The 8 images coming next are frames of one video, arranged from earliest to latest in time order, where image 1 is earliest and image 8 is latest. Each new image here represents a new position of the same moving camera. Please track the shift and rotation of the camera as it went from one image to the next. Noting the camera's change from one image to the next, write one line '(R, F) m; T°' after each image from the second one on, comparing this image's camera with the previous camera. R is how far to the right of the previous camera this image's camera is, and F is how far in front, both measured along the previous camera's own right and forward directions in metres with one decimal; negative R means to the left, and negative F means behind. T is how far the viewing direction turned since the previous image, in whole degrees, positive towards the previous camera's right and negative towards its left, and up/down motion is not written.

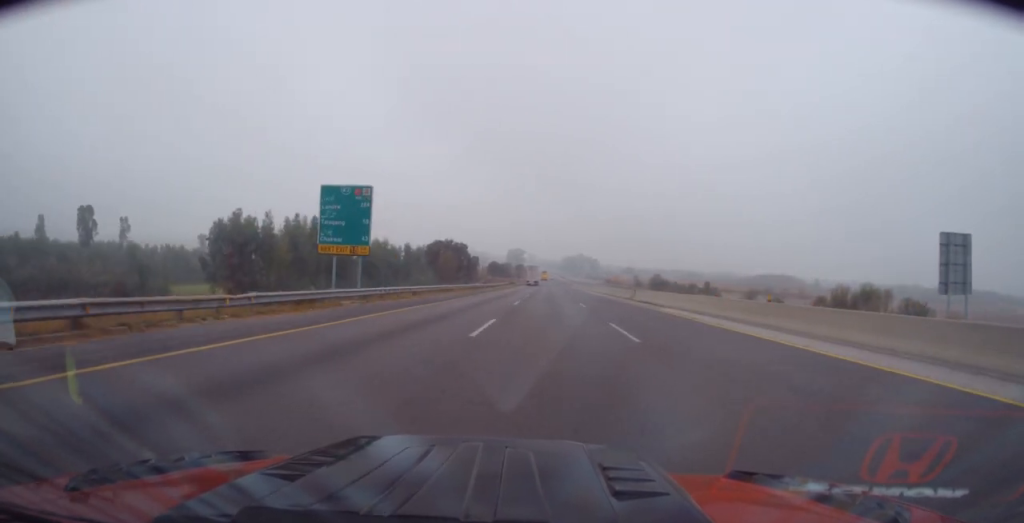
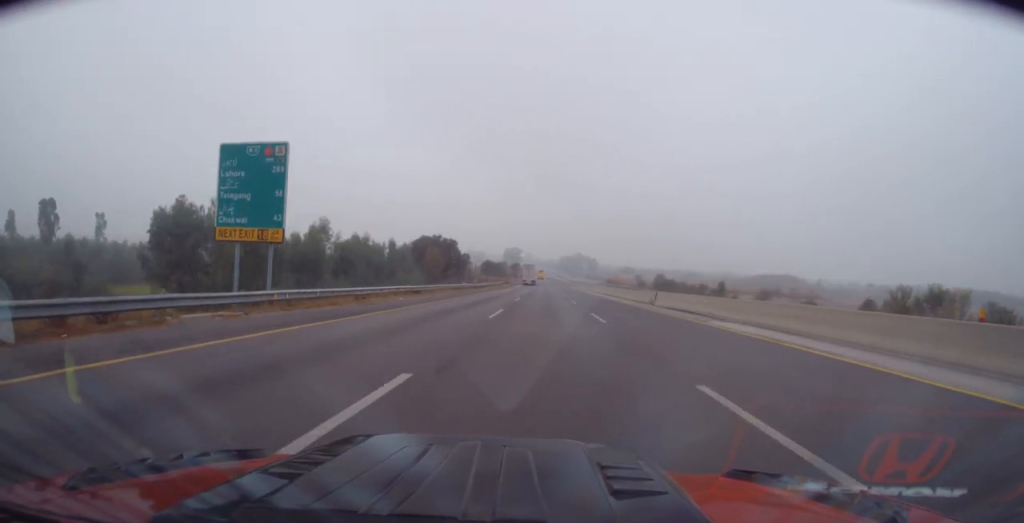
(-0.2, +11.7) m; 0°
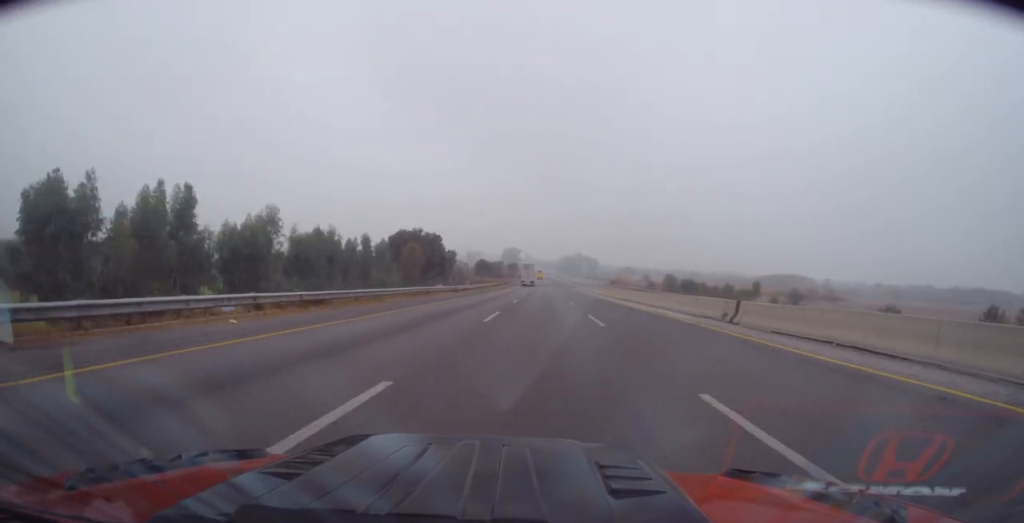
(+0.1, +18.3) m; +1°
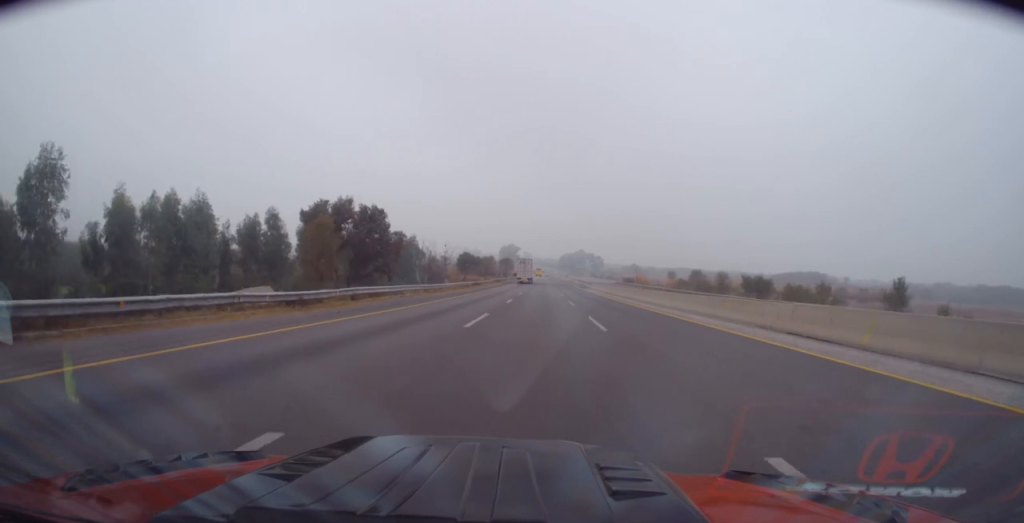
(-0.1, +38.5) m; -2°
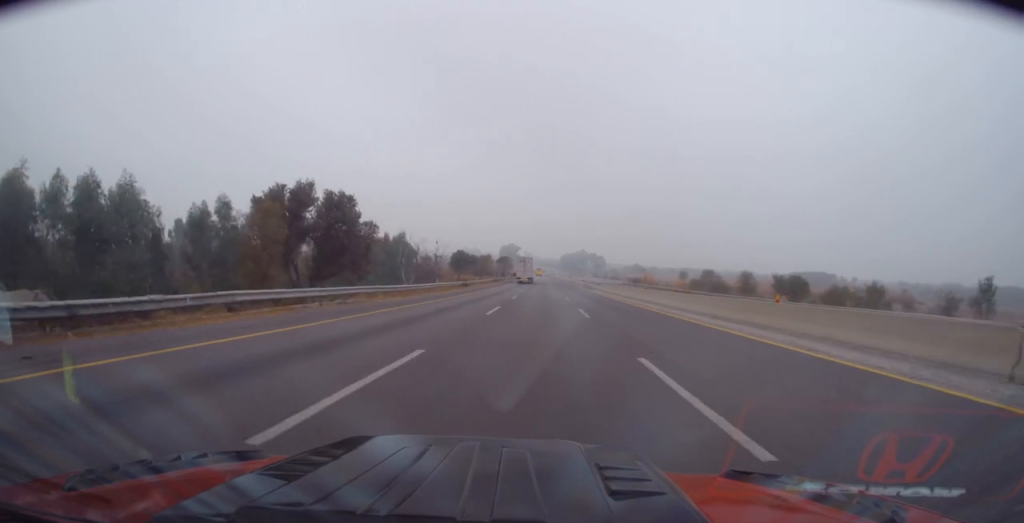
(-0.1, +11.9) m; 0°
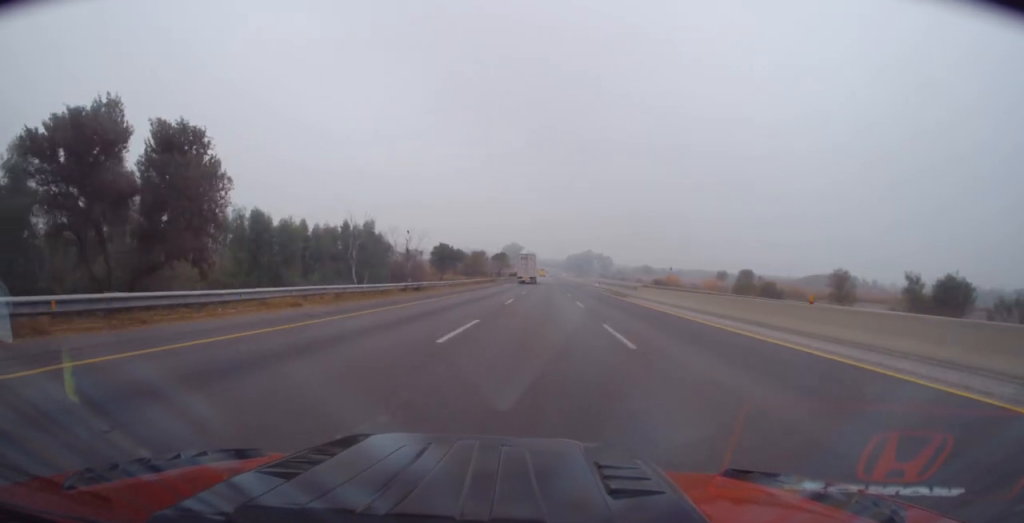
(-0.1, +28.2) m; +1°
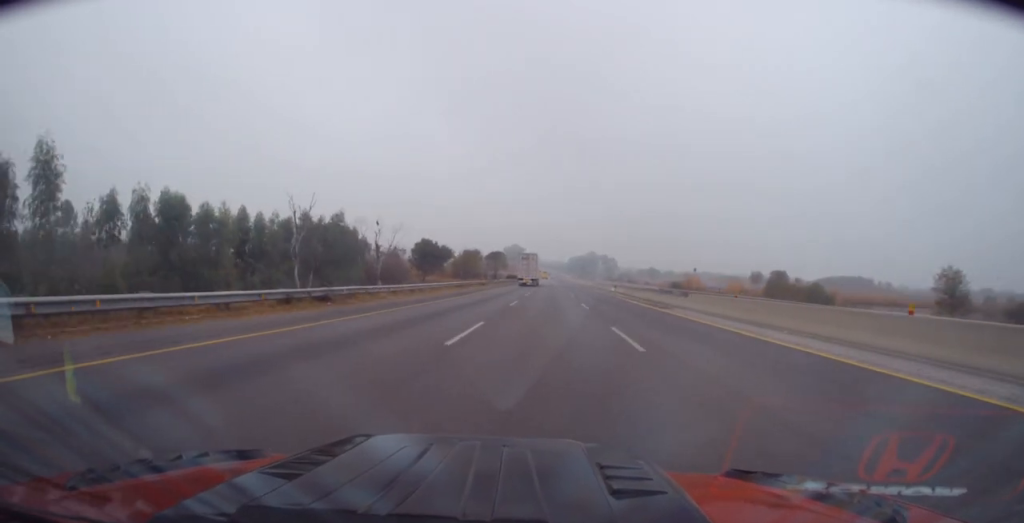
(+0.2, +18.7) m; +1°
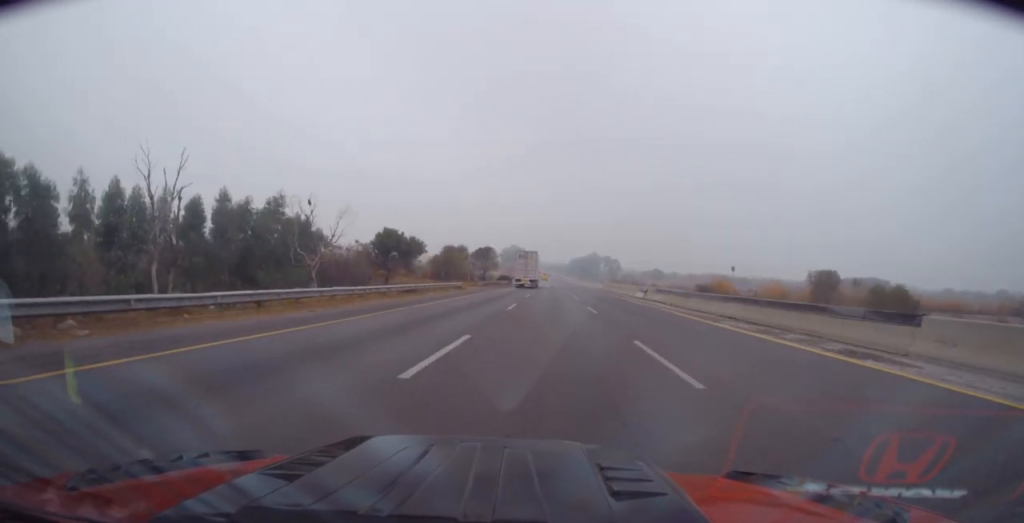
(+0.4, +21.7) m; 0°
